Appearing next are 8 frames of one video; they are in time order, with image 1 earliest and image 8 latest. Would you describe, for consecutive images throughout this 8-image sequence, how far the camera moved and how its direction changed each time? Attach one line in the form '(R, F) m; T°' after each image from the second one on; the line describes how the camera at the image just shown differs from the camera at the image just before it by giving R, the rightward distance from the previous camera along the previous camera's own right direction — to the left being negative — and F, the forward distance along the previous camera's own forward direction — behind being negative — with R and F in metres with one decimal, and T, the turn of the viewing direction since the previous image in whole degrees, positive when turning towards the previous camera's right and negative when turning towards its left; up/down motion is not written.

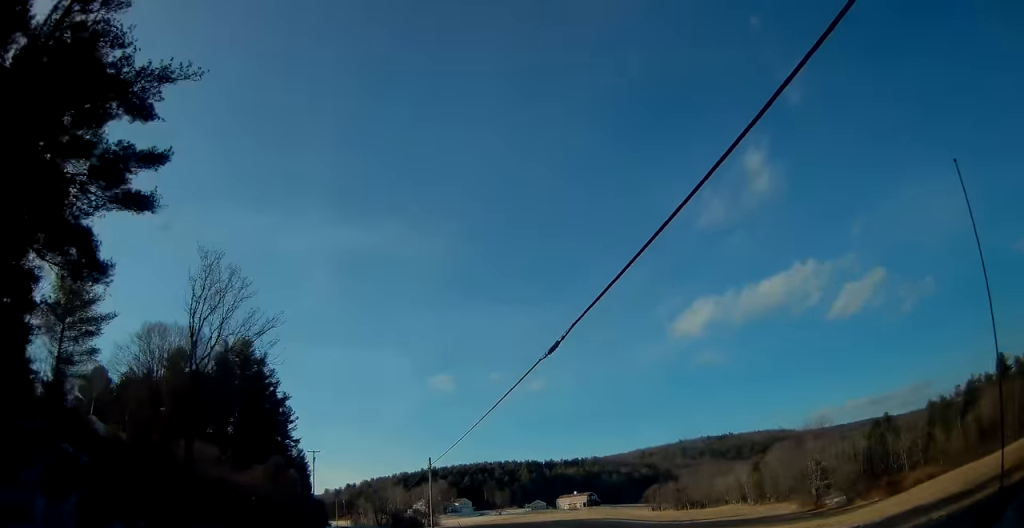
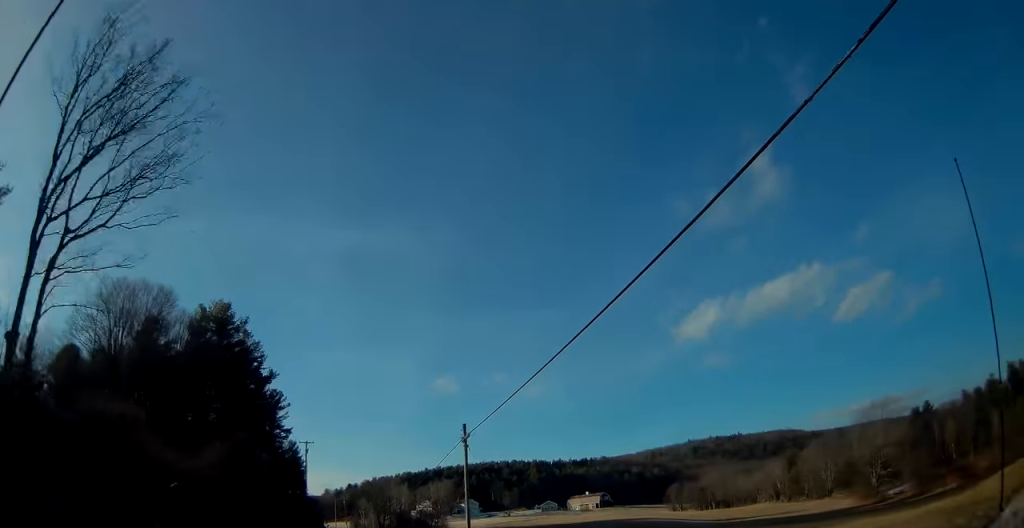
(0.0, +14.6) m; 0°
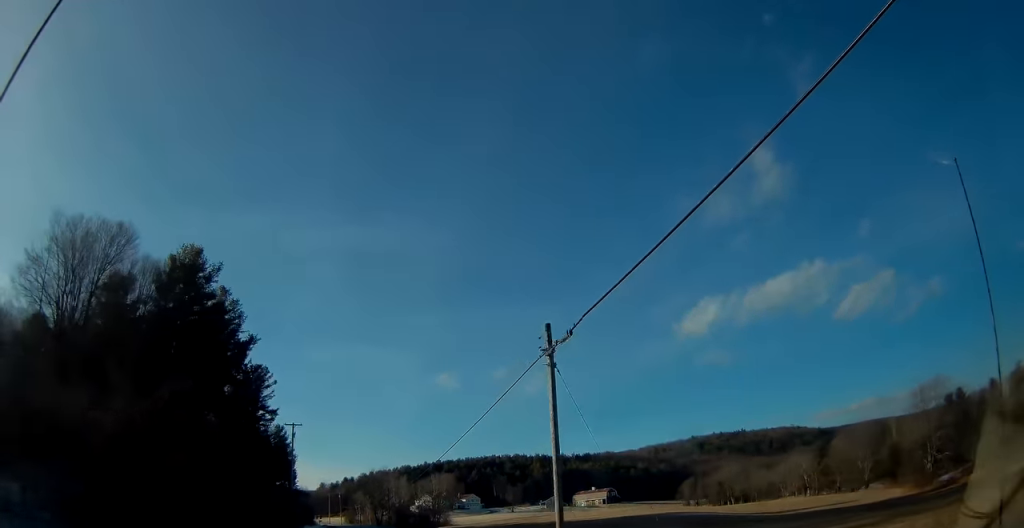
(+0.2, +12.4) m; 0°
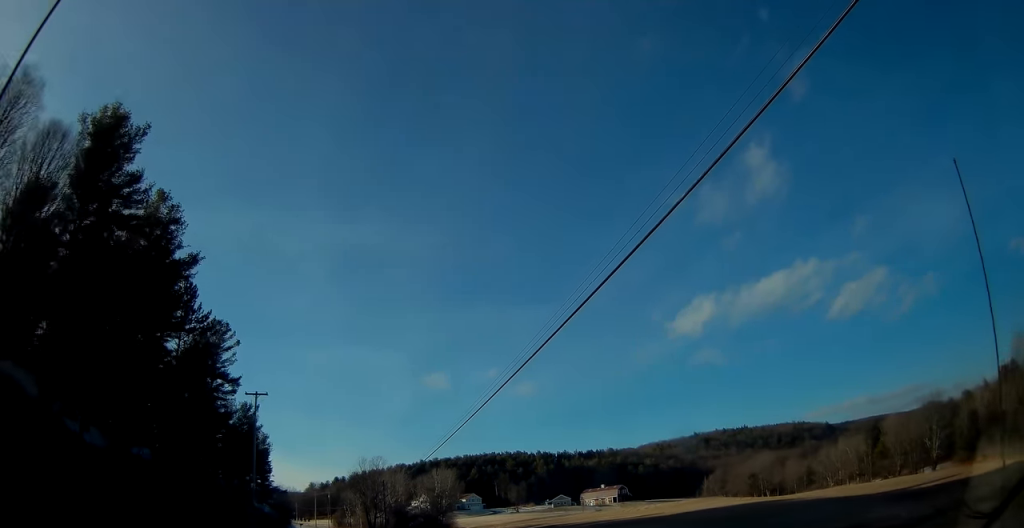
(-0.2, +20.8) m; -1°
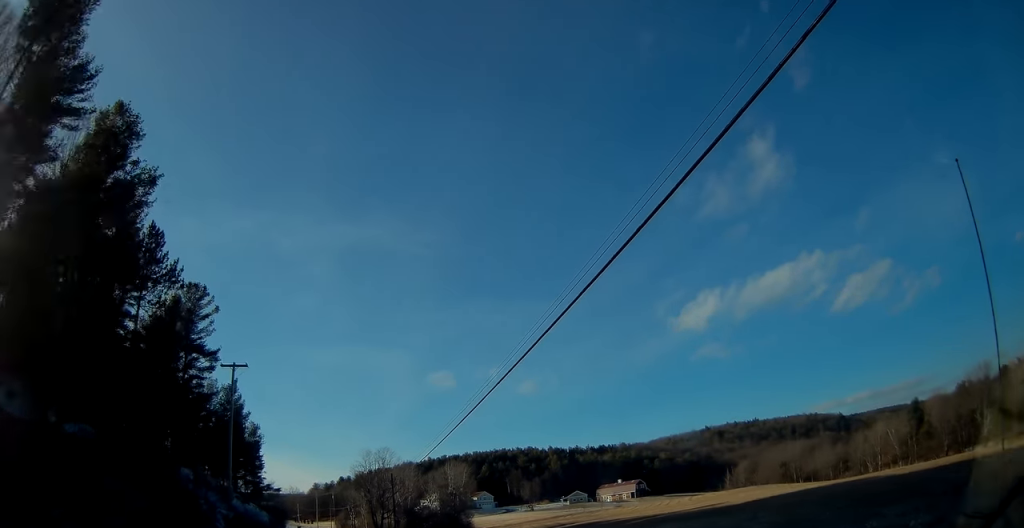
(+0.1, +11.8) m; -1°
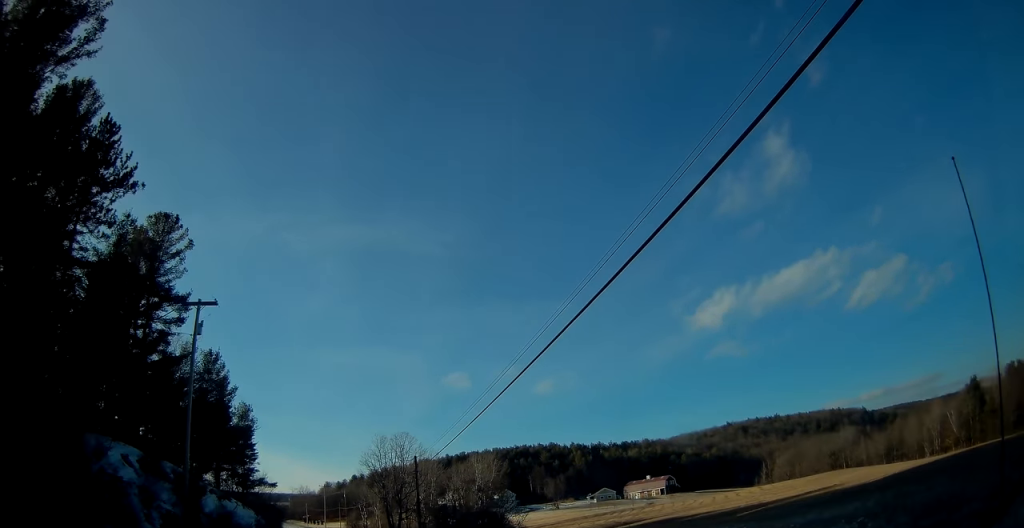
(-0.4, +14.2) m; -1°
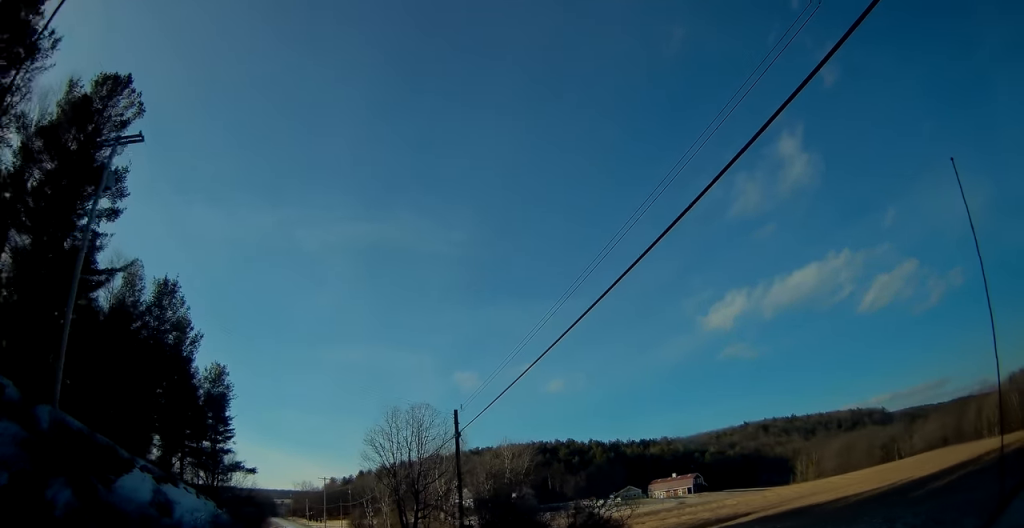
(+0.1, +15.5) m; 0°
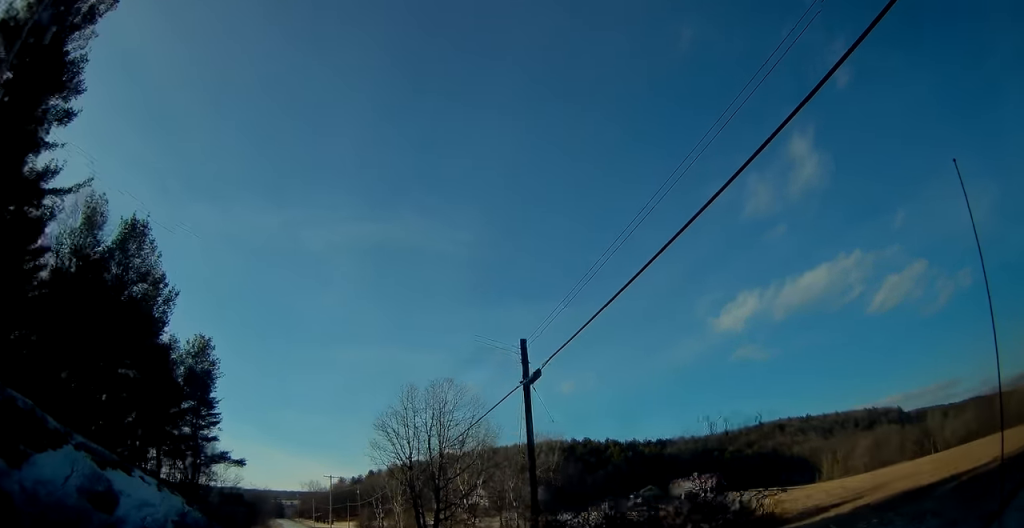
(0.0, +8.6) m; -1°
